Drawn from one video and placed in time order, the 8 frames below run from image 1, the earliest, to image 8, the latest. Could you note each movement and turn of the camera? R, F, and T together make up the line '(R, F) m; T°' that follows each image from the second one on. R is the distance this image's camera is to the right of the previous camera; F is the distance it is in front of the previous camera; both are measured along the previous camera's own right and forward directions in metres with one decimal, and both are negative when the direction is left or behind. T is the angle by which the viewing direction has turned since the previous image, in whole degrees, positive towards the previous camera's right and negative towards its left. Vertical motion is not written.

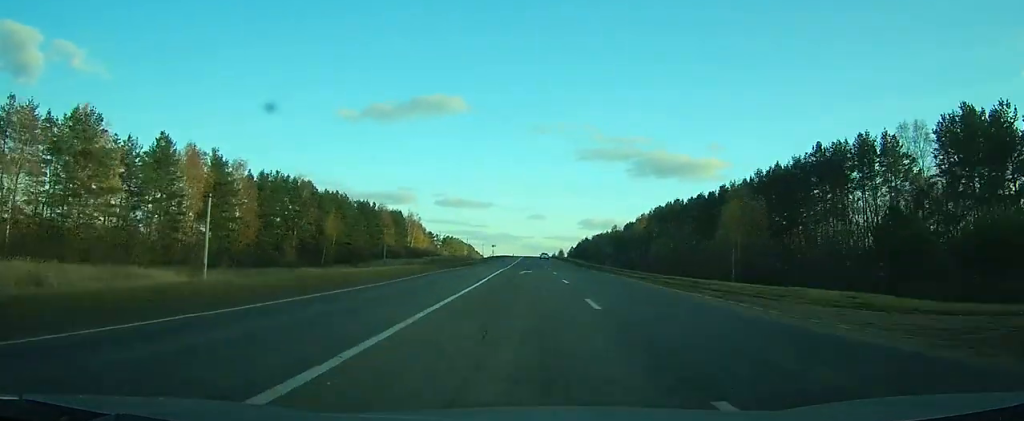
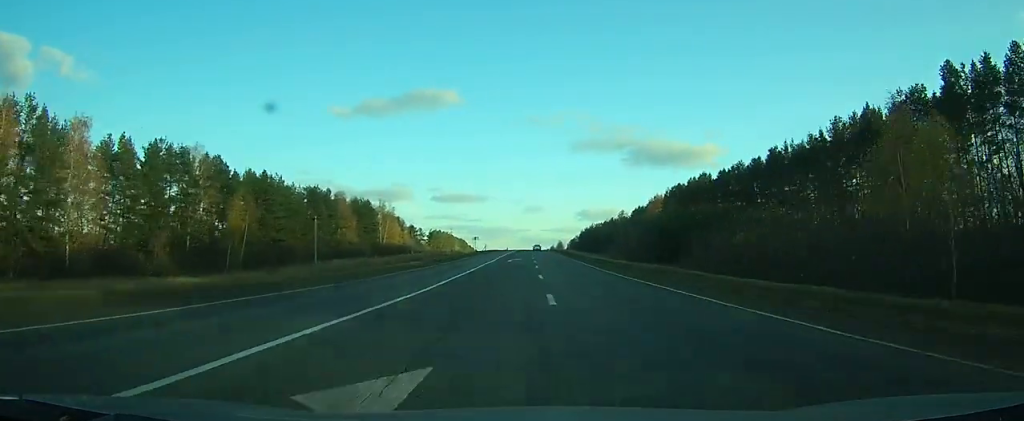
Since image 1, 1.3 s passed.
(+0.1, +36.6) m; 0°
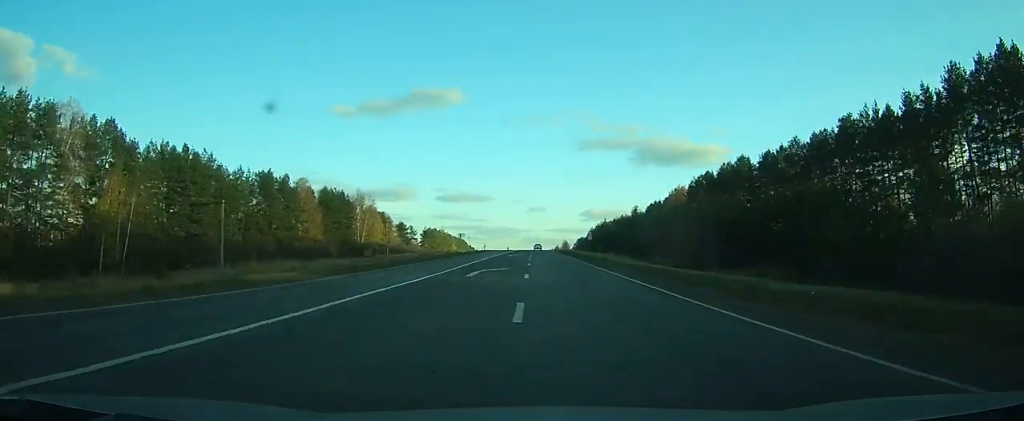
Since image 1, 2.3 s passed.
(+0.1, +27.2) m; 0°
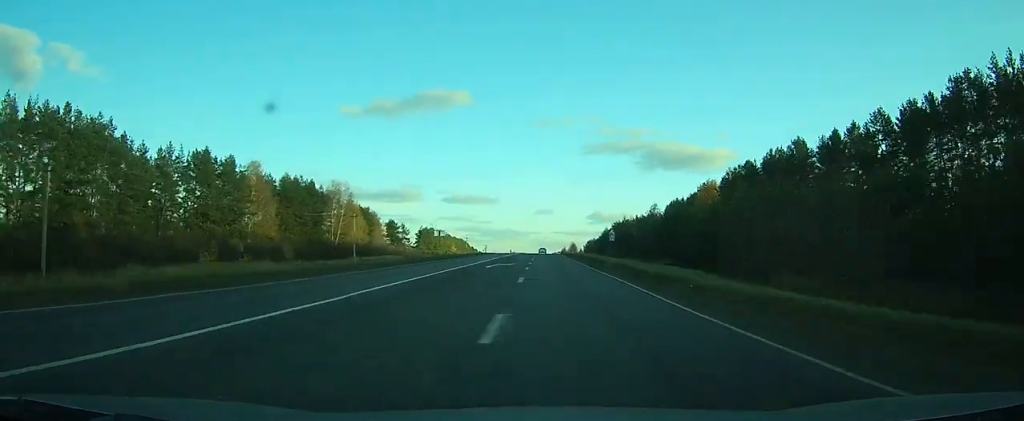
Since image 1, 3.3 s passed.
(-0.1, +24.7) m; 0°
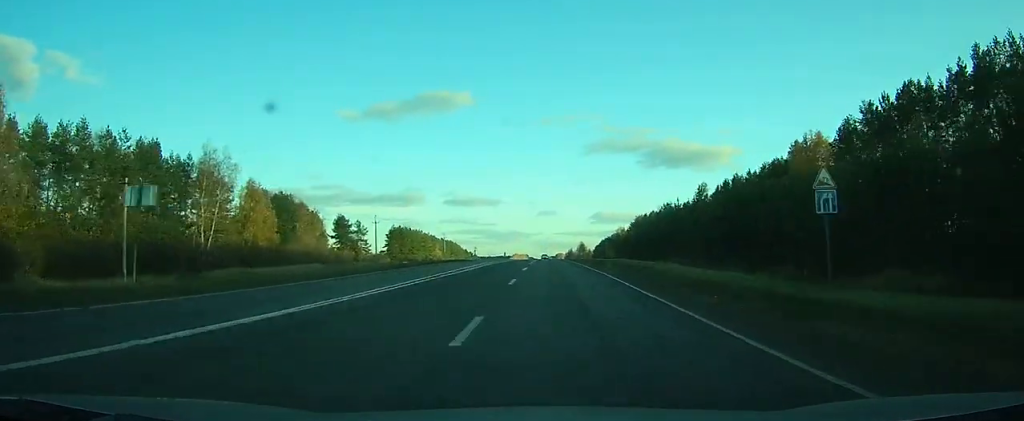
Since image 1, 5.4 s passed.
(-0.2, +56.3) m; 0°
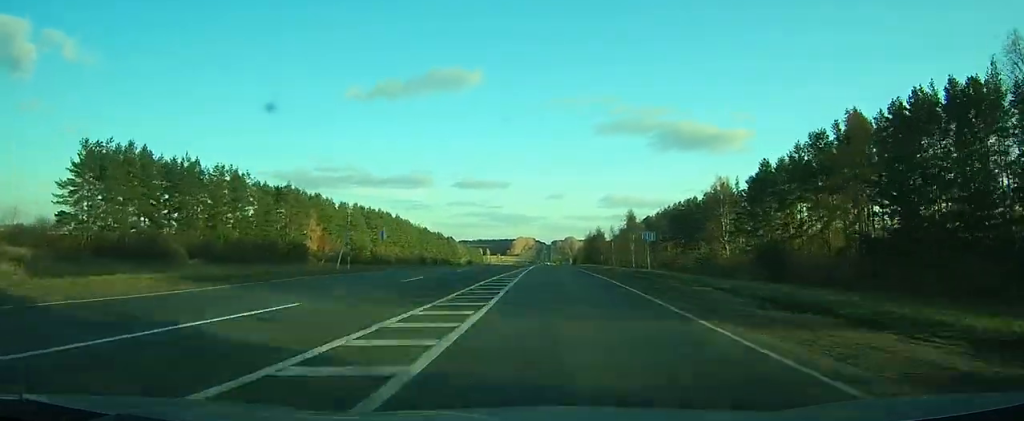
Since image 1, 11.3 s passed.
(-0.9, +163.9) m; -1°
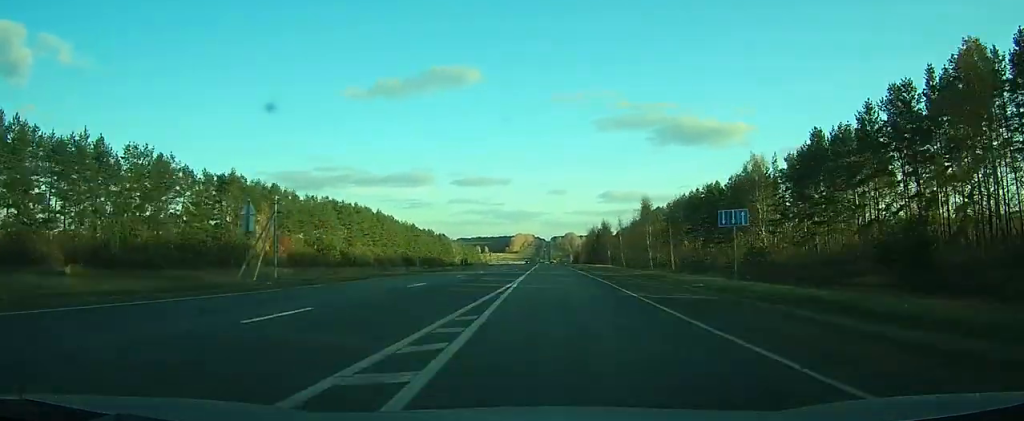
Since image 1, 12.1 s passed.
(0.0, +23.5) m; 0°
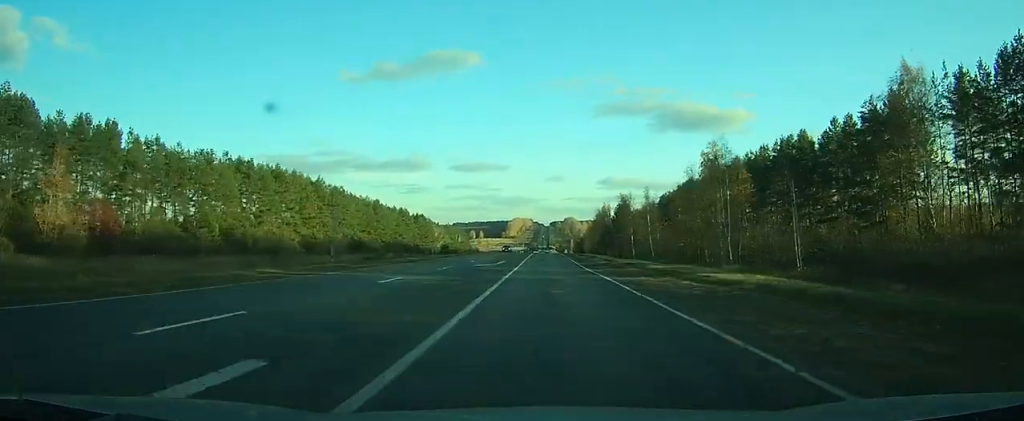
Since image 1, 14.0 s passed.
(-0.1, +48.5) m; 0°
